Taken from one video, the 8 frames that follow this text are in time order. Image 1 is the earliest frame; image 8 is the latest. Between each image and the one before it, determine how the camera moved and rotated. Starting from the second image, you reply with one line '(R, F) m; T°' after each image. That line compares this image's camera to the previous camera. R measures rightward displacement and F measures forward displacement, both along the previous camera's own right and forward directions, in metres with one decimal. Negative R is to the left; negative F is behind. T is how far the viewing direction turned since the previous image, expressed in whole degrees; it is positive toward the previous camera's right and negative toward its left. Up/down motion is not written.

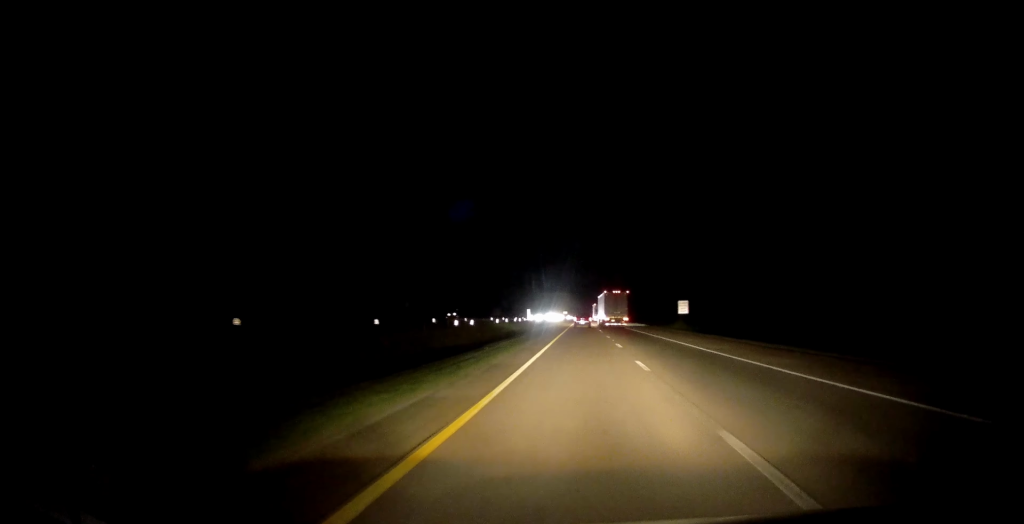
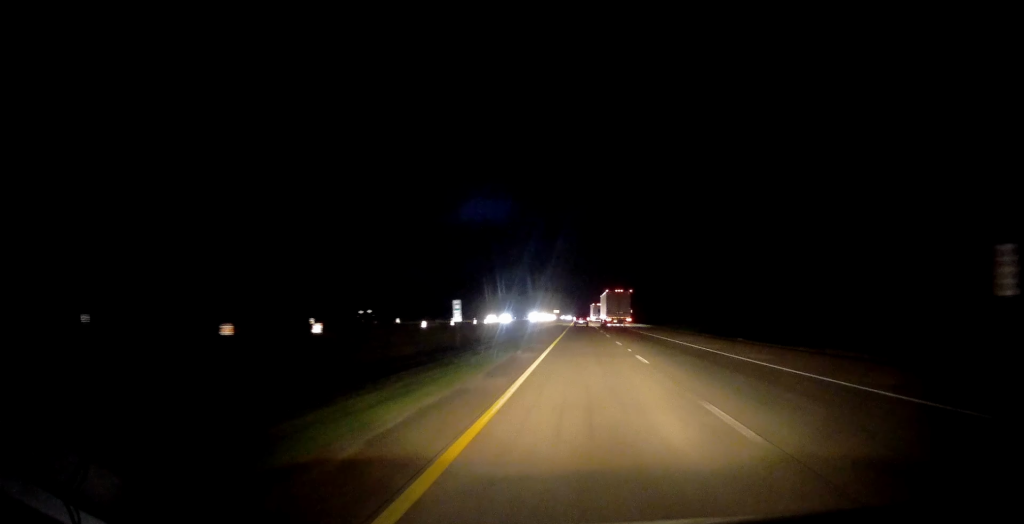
(-0.1, +55.2) m; 0°
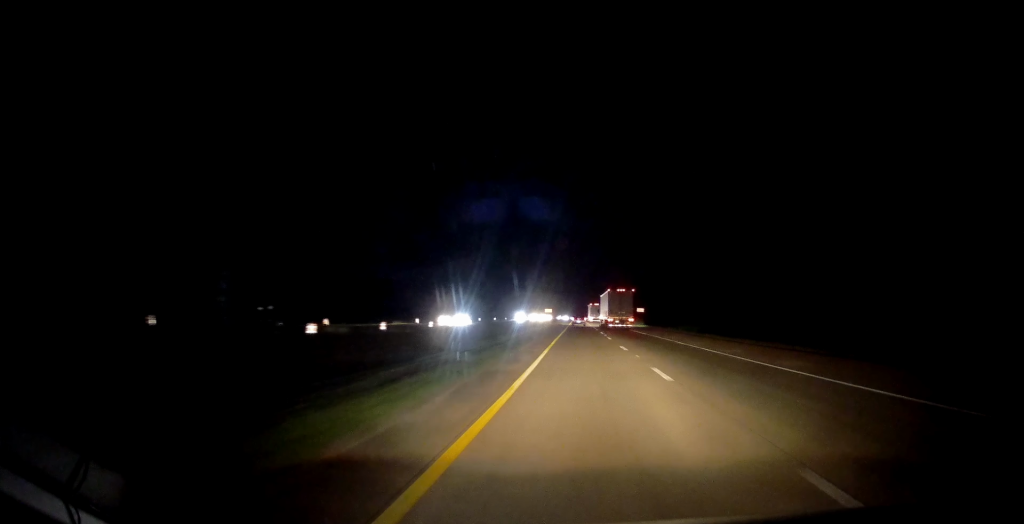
(+0.1, +27.7) m; 0°
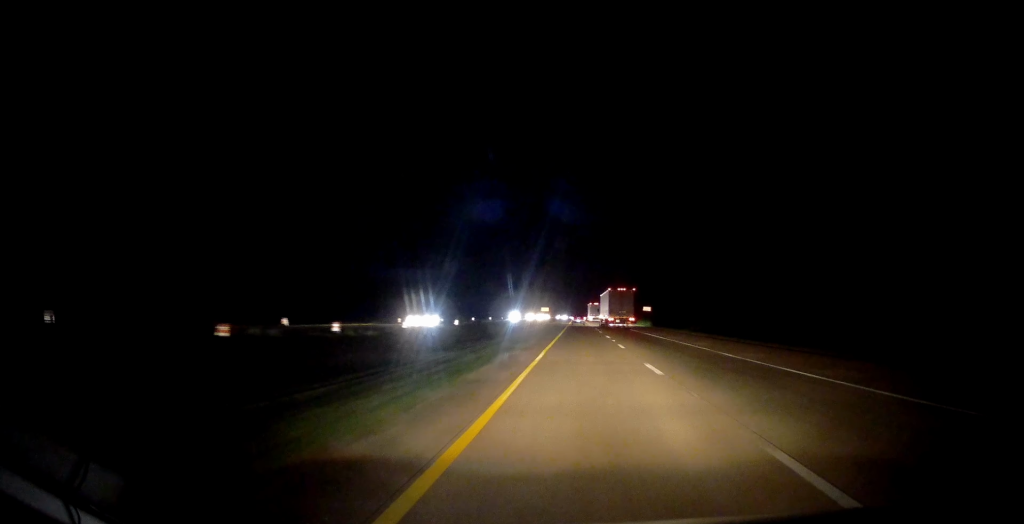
(+0.1, +11.1) m; 0°
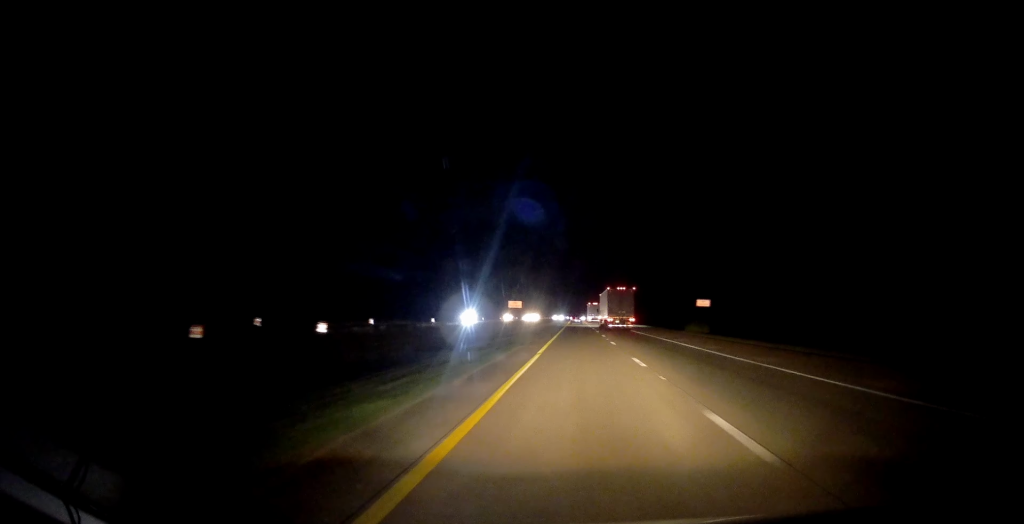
(-0.2, +41.9) m; 0°
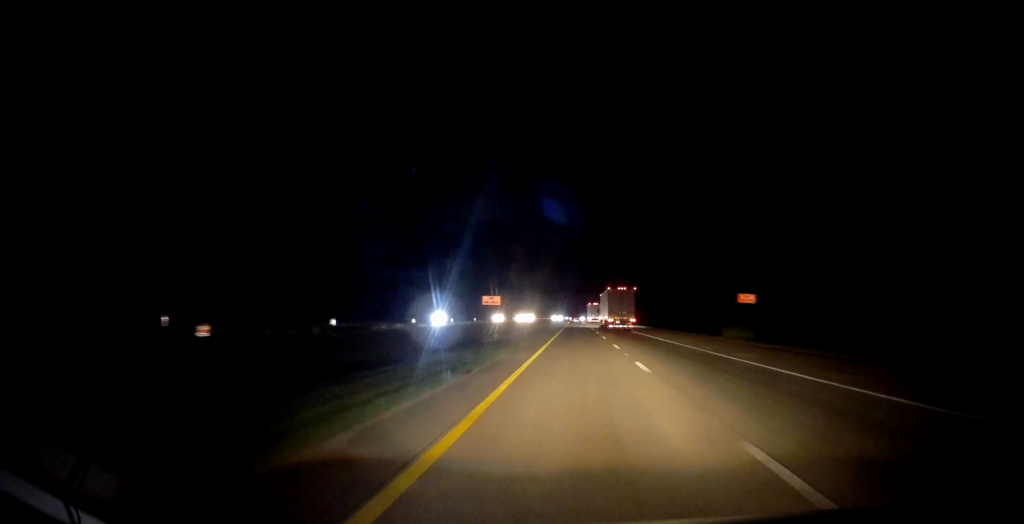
(+0.1, +12.1) m; 0°
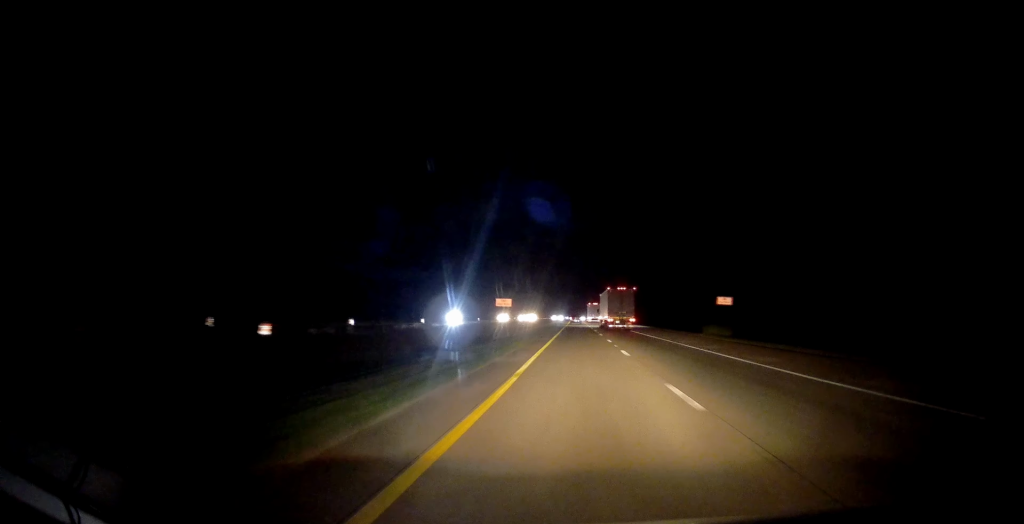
(+0.1, +16.7) m; 0°
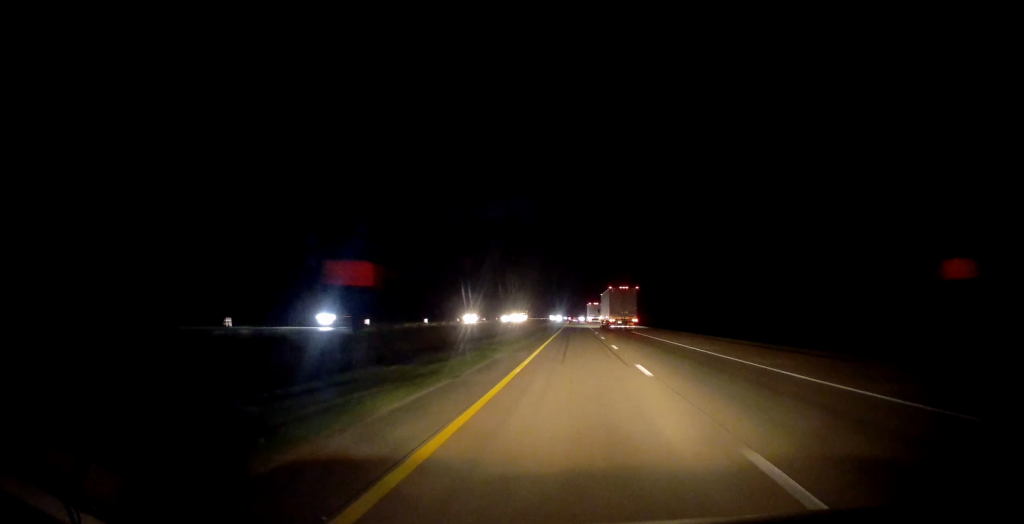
(0.0, +25.2) m; 0°
